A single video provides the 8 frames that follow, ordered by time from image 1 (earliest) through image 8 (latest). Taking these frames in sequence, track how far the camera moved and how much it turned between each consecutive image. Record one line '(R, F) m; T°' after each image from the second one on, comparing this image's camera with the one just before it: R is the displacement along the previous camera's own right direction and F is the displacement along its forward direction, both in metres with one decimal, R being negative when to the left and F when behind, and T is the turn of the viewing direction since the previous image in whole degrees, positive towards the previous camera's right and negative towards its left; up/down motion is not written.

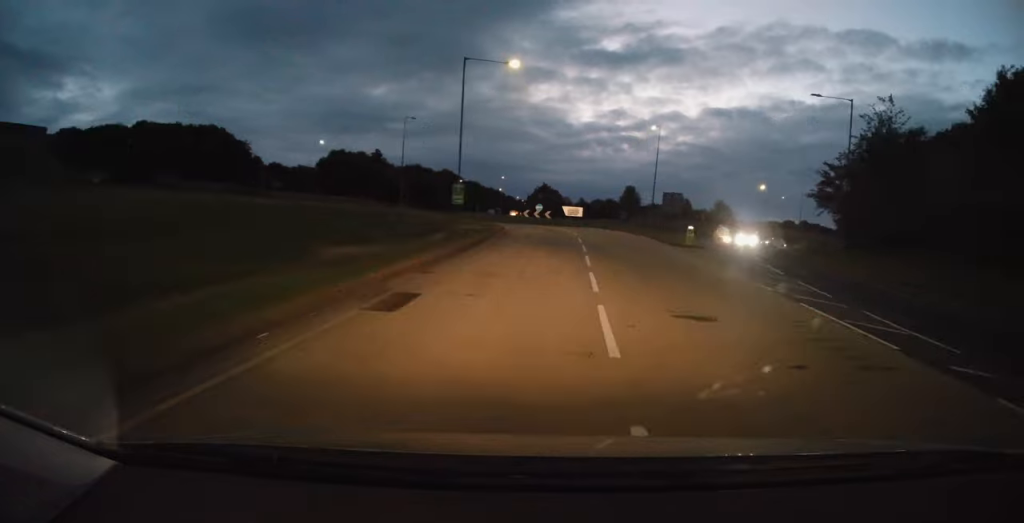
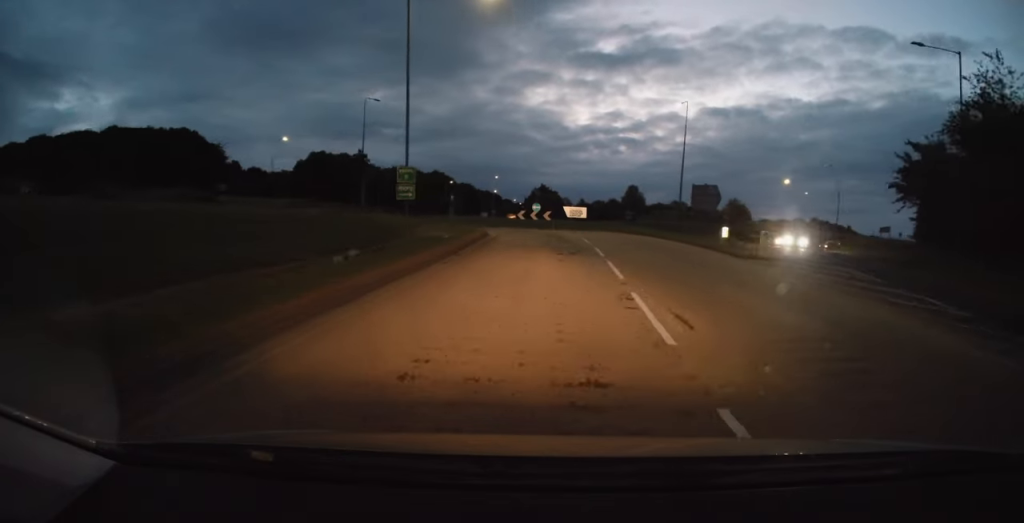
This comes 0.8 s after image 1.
(+0.5, +10.8) m; 0°
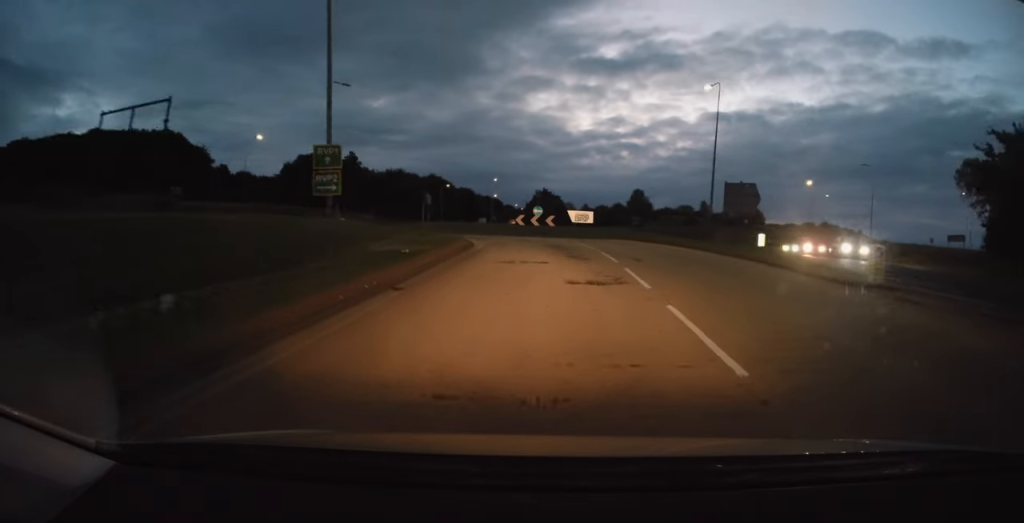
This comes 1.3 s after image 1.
(-0.1, +6.9) m; 0°
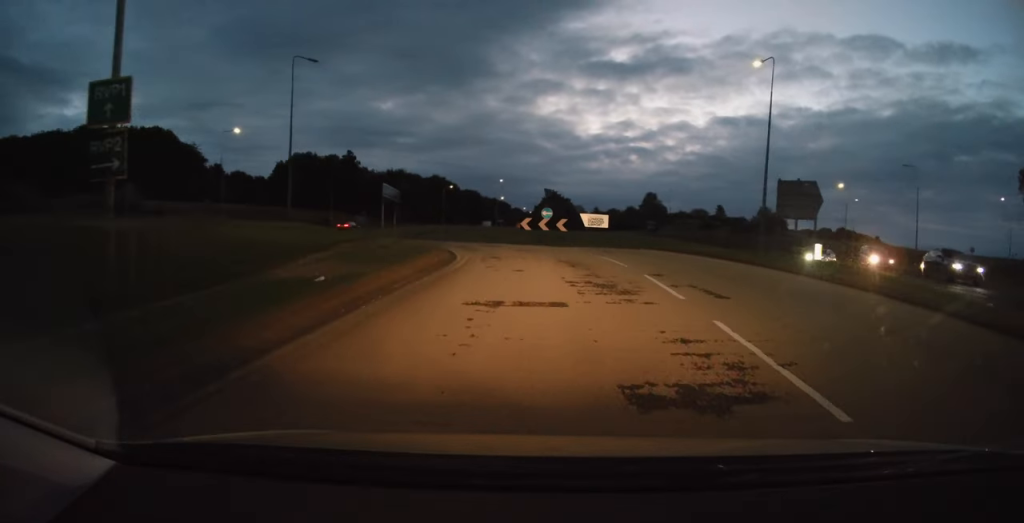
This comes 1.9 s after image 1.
(-0.3, +7.1) m; 0°
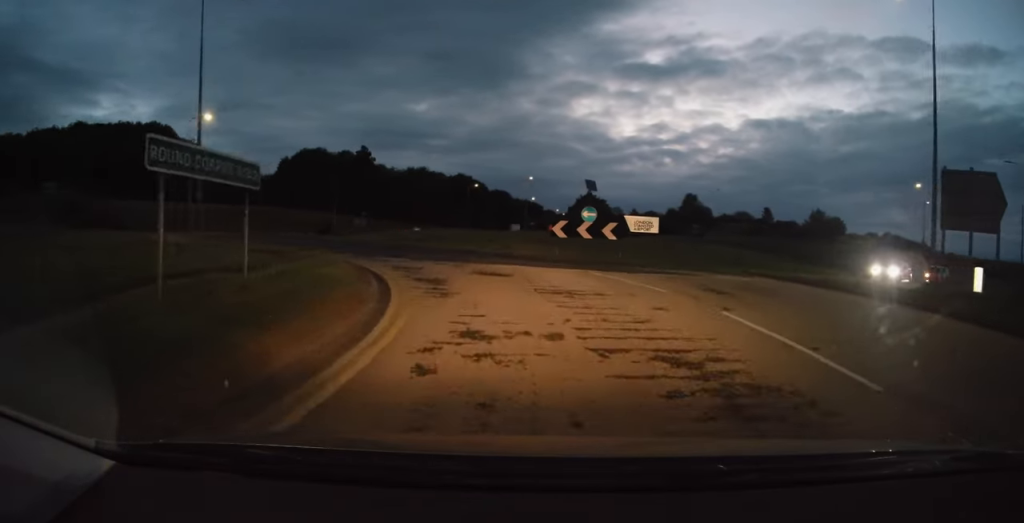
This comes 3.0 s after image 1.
(+0.5, +11.2) m; -3°
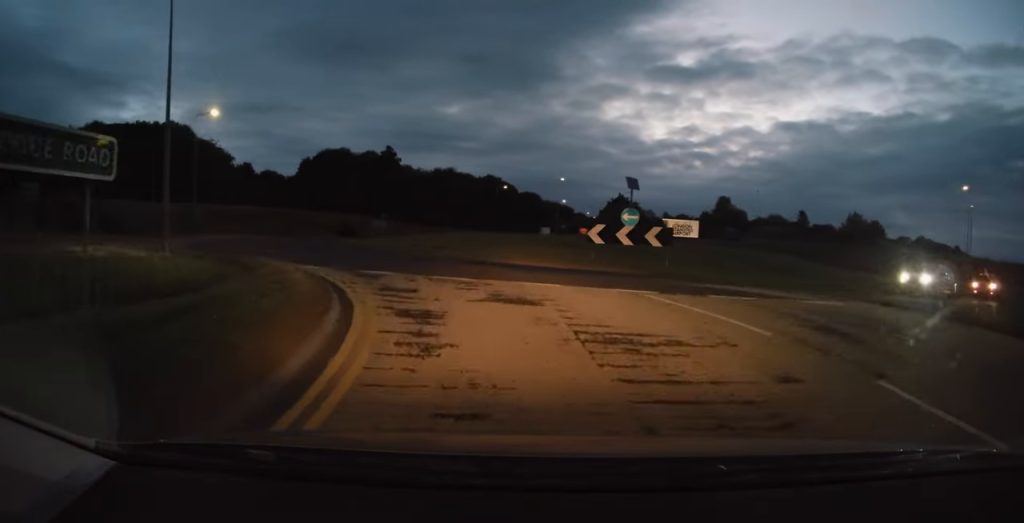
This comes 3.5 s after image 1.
(-0.5, +3.6) m; -5°
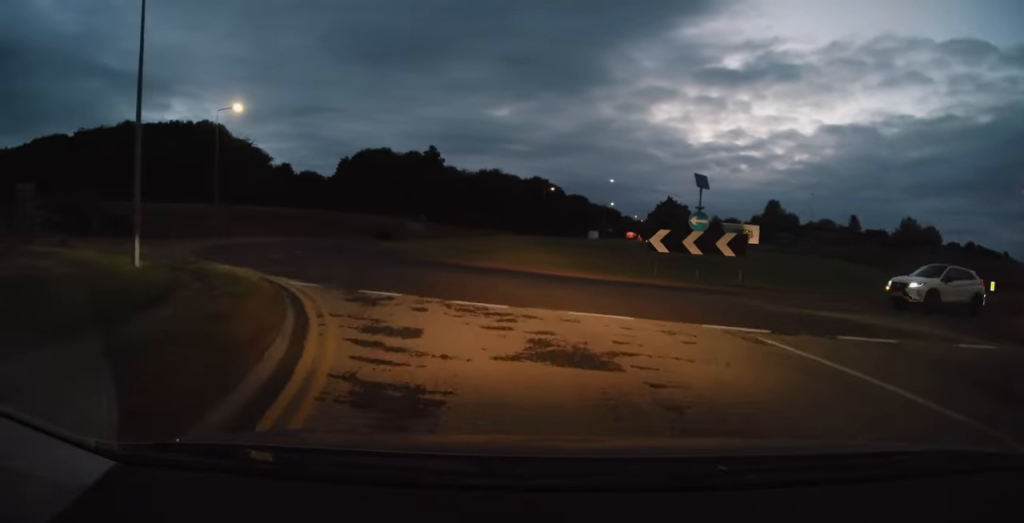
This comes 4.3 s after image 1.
(-0.2, +4.0) m; -5°
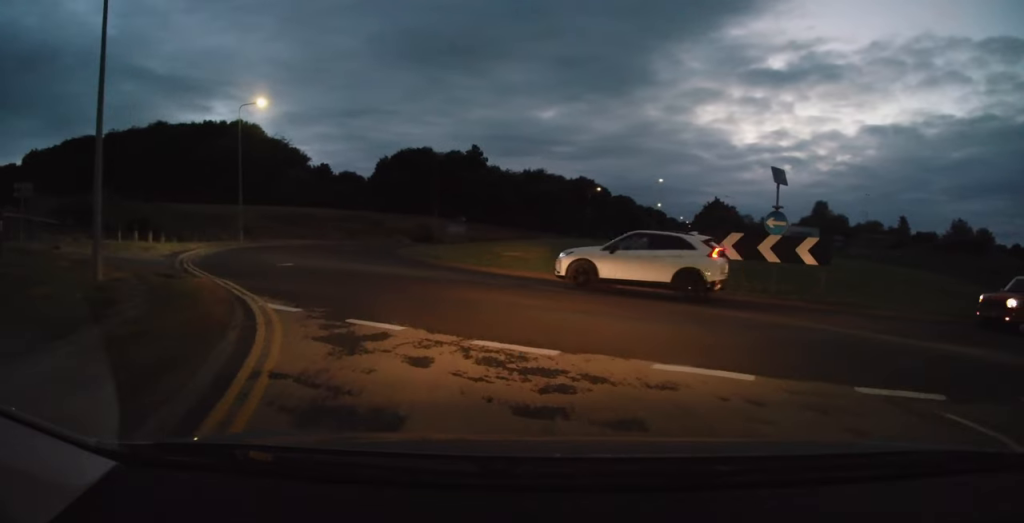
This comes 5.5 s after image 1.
(-0.2, +3.6) m; -12°
